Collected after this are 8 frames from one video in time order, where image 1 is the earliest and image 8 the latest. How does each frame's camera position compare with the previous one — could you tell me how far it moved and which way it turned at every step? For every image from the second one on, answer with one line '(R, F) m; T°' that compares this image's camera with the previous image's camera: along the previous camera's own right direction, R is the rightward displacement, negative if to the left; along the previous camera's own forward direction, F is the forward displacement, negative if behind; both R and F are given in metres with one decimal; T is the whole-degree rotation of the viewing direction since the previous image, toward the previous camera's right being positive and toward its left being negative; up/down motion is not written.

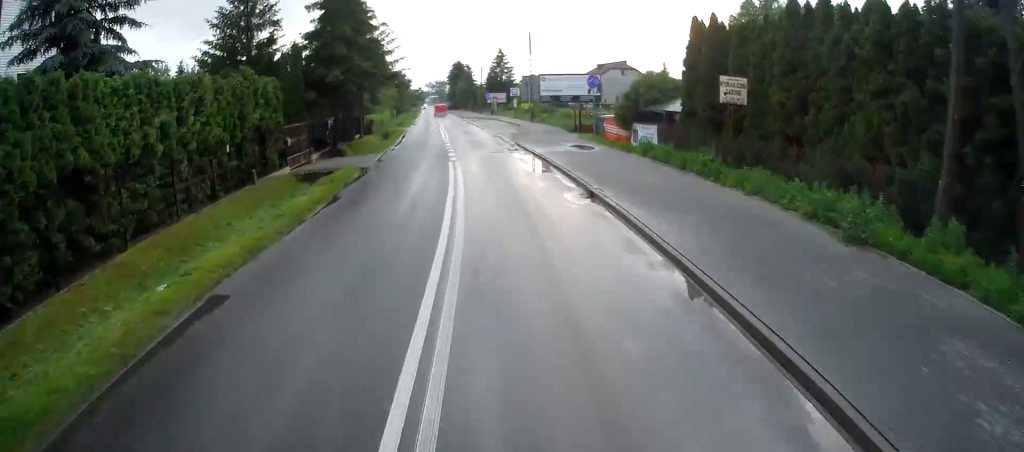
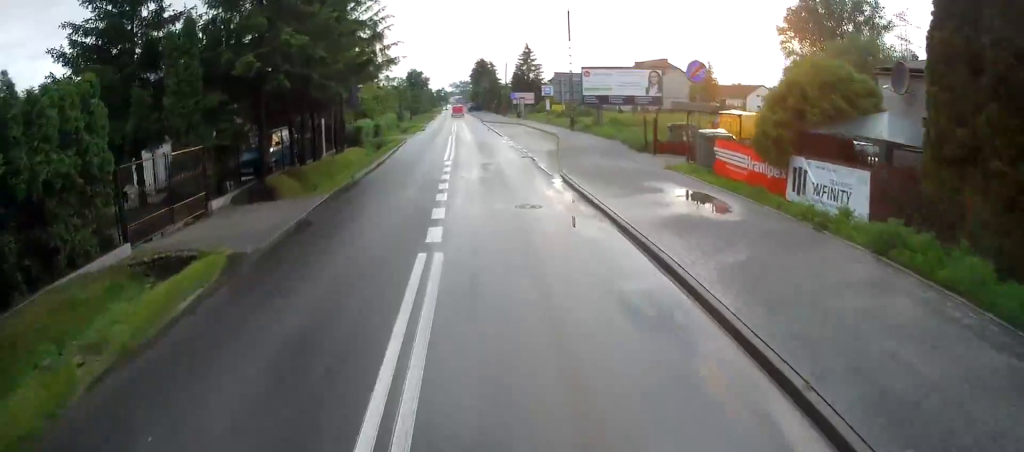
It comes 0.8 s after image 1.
(-0.4, +12.4) m; -2°
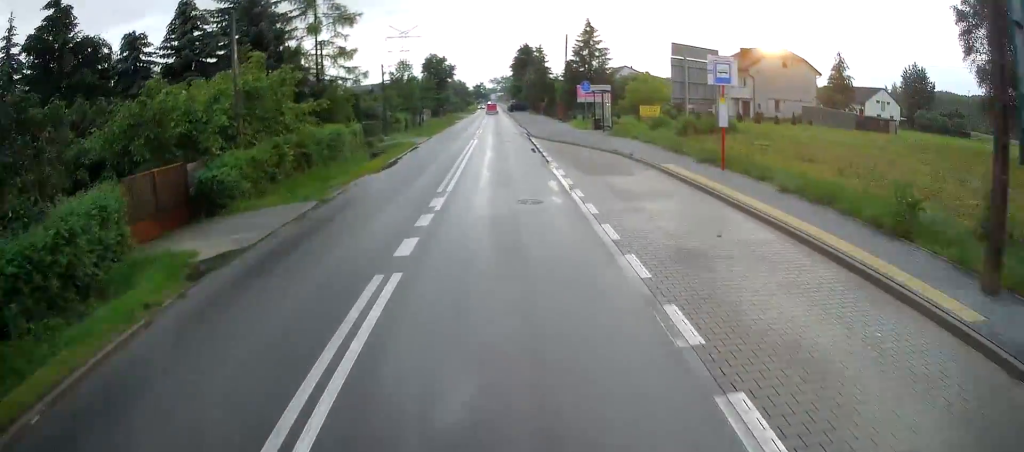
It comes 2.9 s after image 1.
(-1.2, +31.5) m; -4°
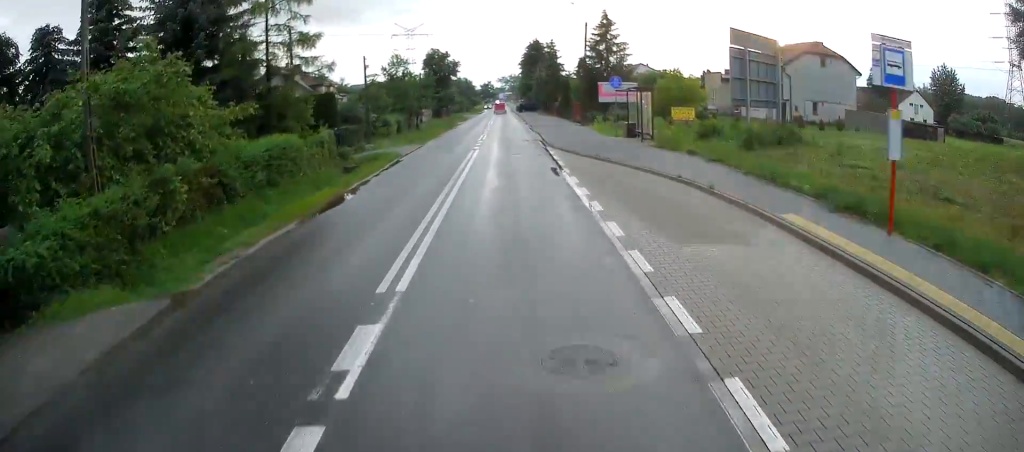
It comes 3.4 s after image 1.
(0.0, +7.6) m; -1°
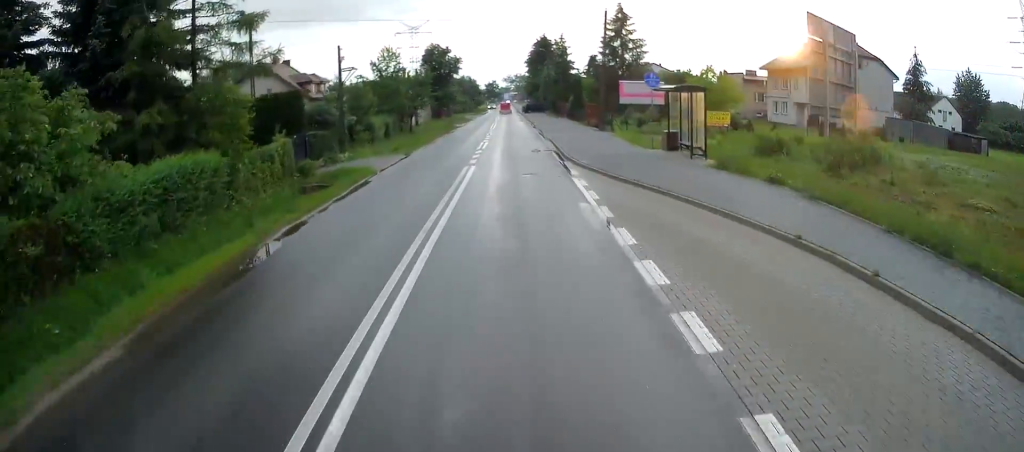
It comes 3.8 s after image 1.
(+0.1, +6.4) m; -1°
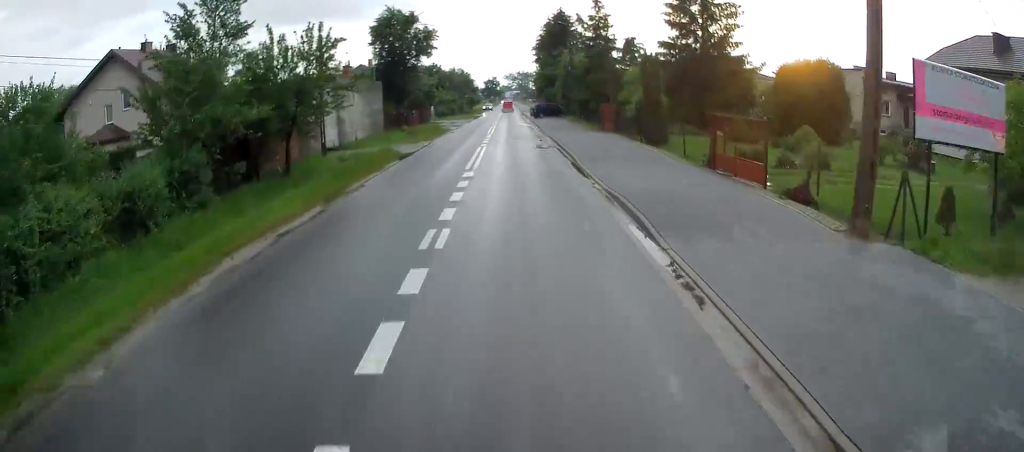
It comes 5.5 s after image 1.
(-0.9, +29.1) m; -2°
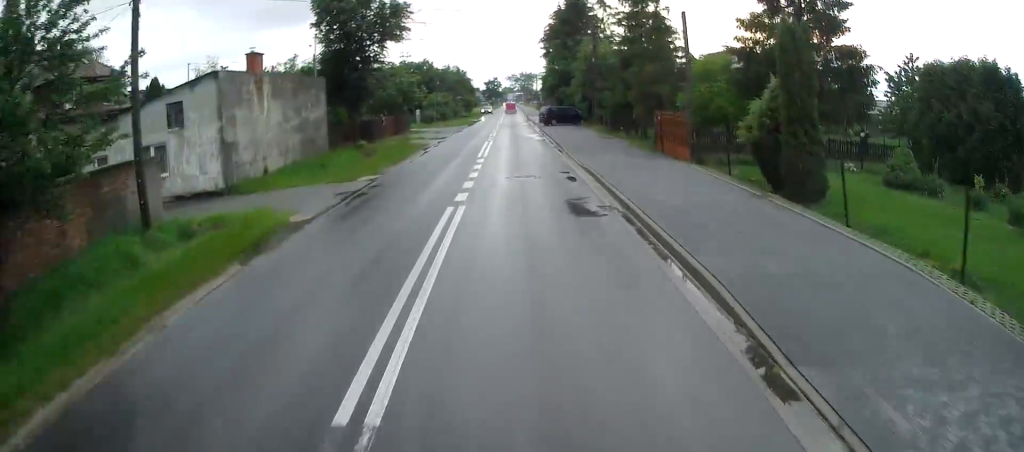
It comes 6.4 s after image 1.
(0.0, +14.9) m; 0°
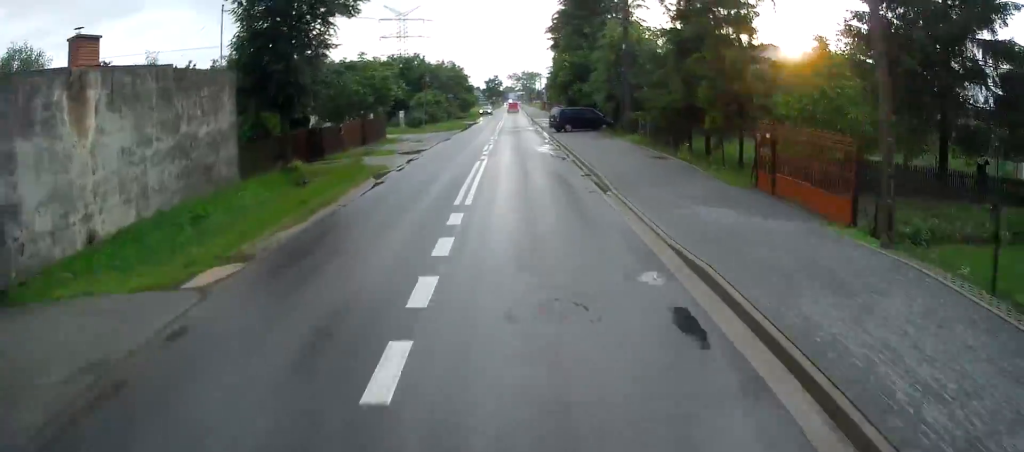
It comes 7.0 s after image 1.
(0.0, +11.0) m; 0°
